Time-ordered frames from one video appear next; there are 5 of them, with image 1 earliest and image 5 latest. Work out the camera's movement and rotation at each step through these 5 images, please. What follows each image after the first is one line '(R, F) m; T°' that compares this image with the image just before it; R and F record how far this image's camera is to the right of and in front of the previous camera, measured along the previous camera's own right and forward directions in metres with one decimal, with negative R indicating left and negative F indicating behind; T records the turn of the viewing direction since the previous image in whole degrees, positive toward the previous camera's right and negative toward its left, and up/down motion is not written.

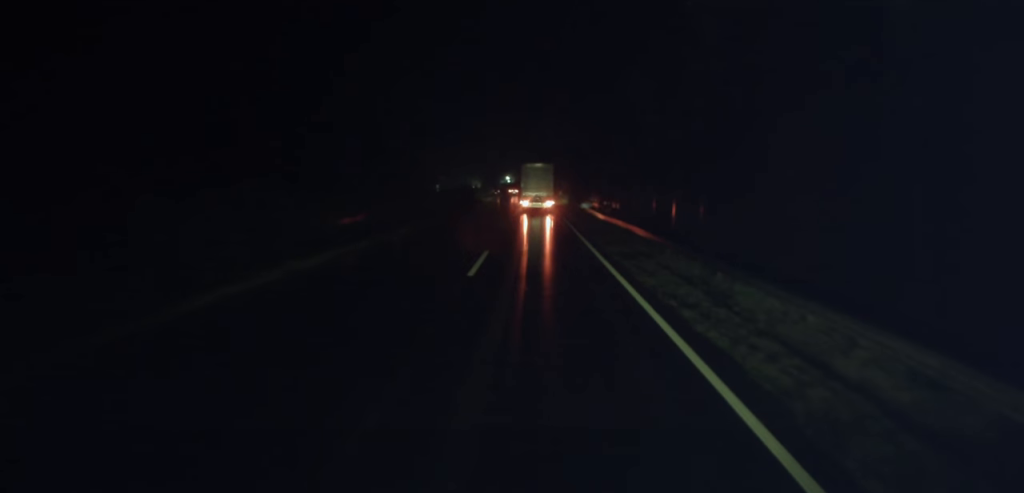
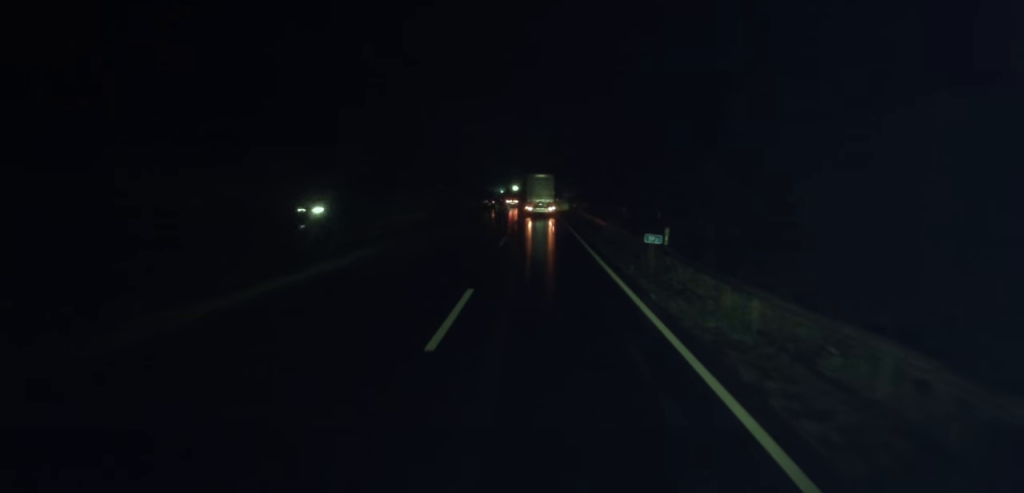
(0.0, +24.9) m; 0°
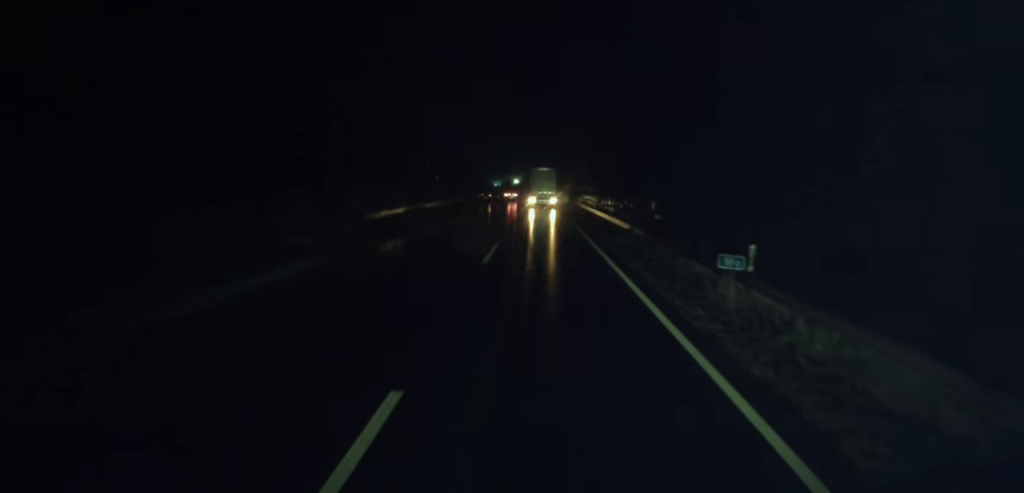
(0.0, +8.5) m; 0°
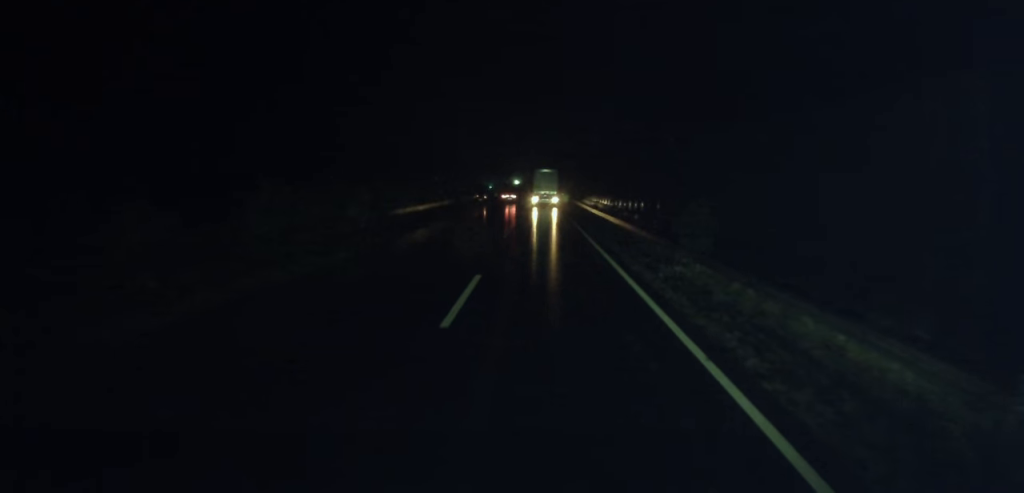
(0.0, +9.7) m; +1°
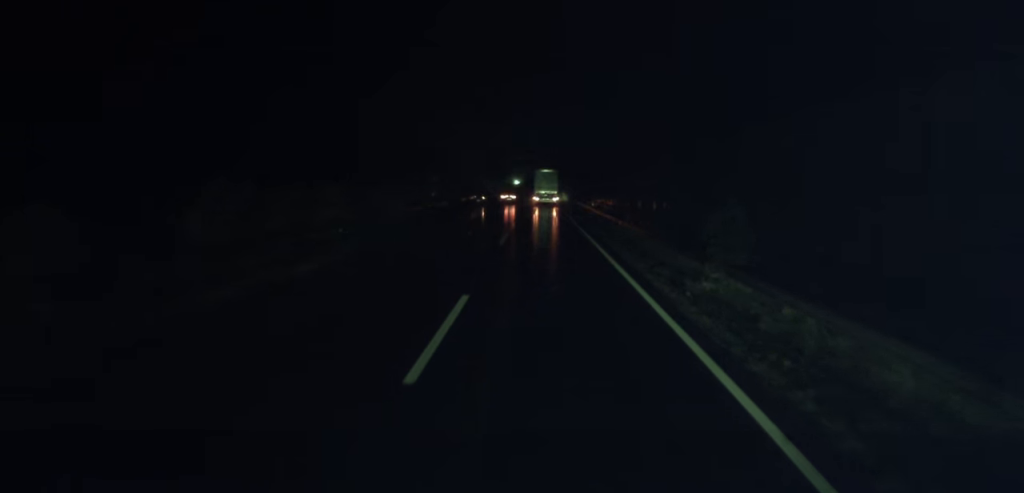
(0.0, +3.3) m; 0°
